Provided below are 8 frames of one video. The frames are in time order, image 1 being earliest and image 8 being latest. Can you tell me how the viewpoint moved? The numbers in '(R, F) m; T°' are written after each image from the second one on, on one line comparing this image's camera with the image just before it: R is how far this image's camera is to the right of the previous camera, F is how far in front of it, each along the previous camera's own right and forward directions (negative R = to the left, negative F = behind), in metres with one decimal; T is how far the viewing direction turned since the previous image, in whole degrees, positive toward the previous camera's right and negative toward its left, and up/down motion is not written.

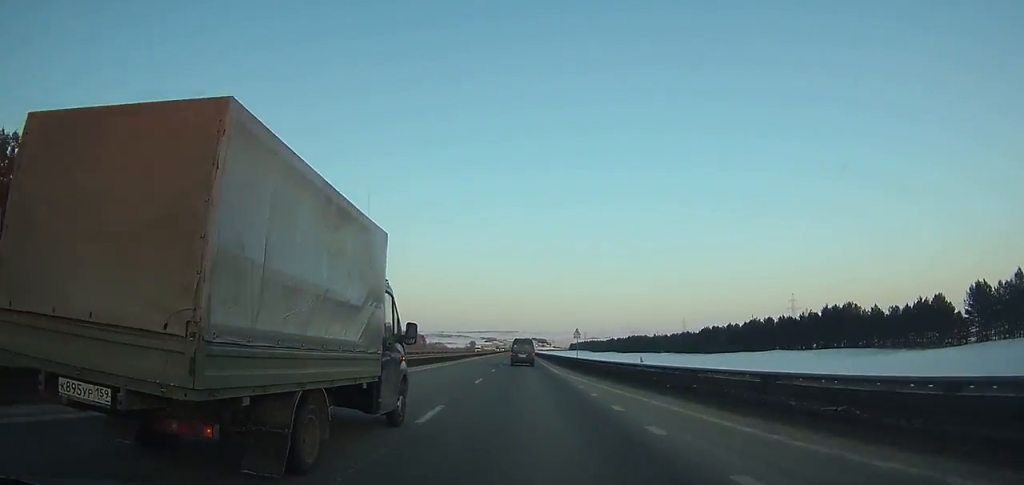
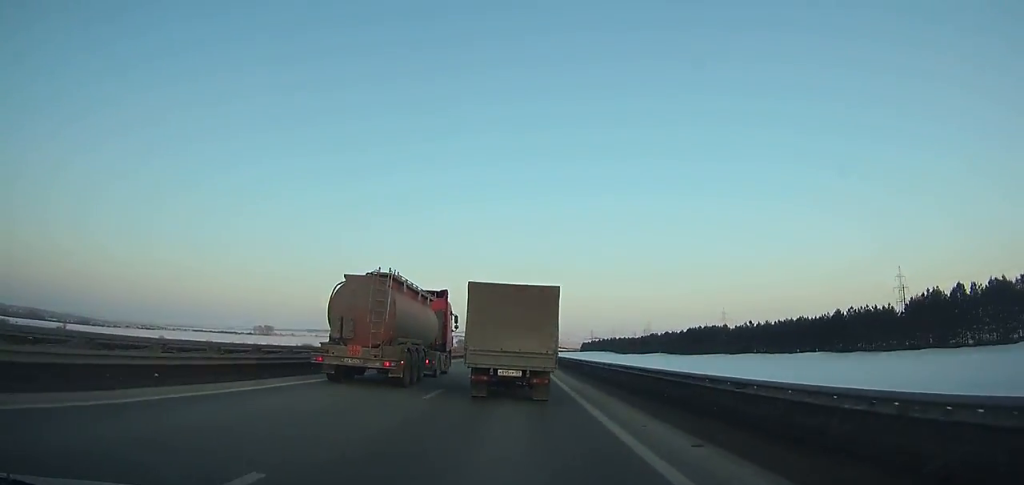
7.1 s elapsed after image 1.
(+0.5, +146.6) m; 0°
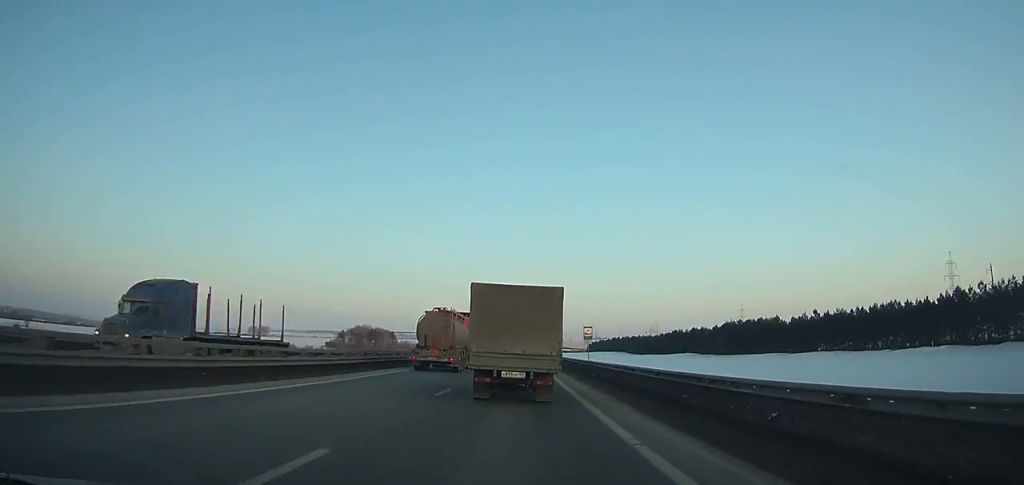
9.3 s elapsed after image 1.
(-0.2, +44.1) m; 0°
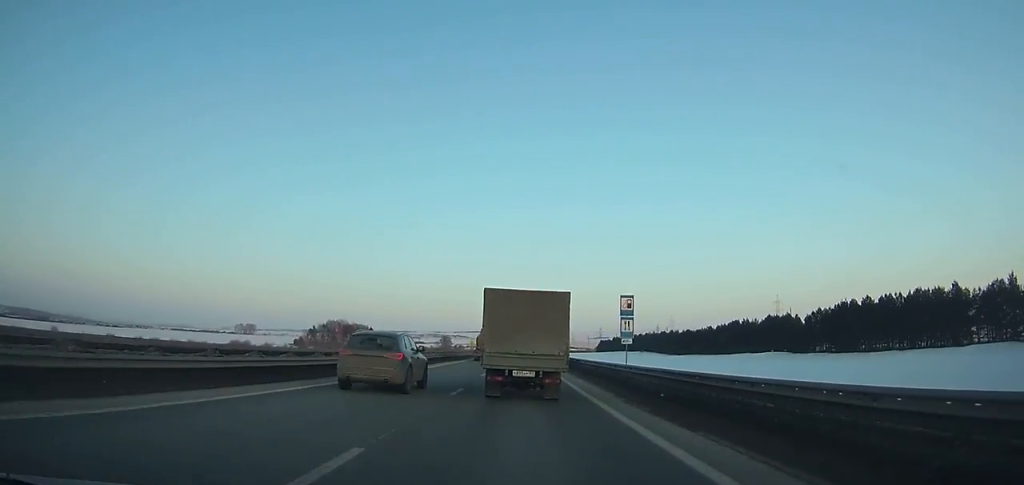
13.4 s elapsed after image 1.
(-0.3, +85.8) m; 0°
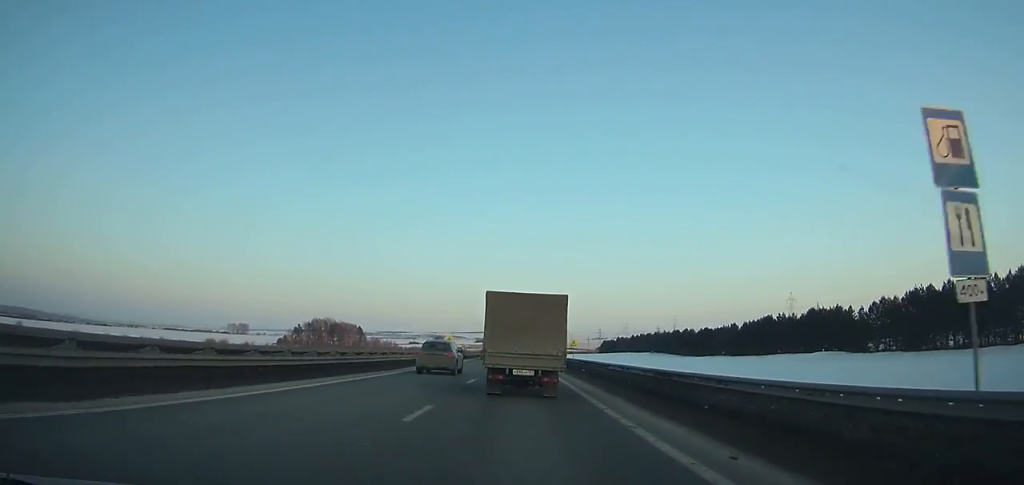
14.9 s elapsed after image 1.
(+0.2, +31.8) m; 0°
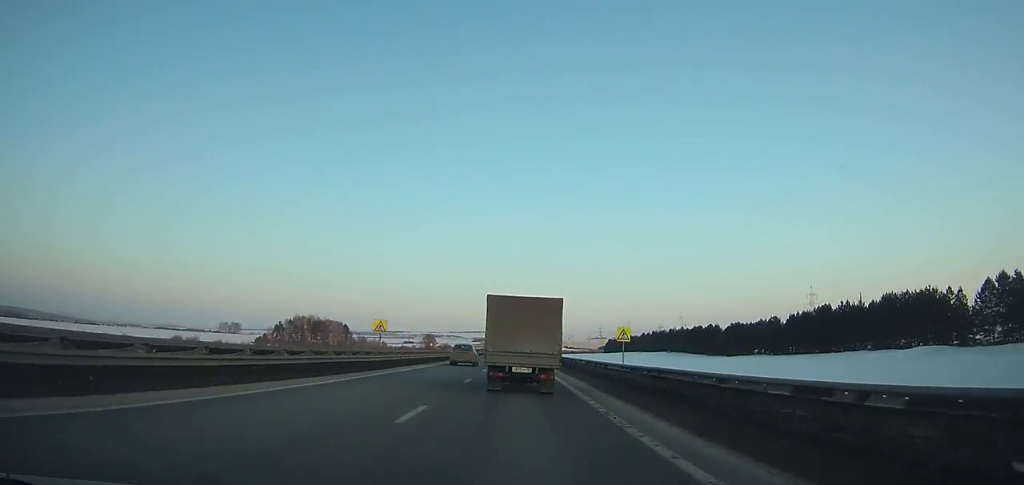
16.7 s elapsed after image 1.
(+0.1, +38.1) m; 0°
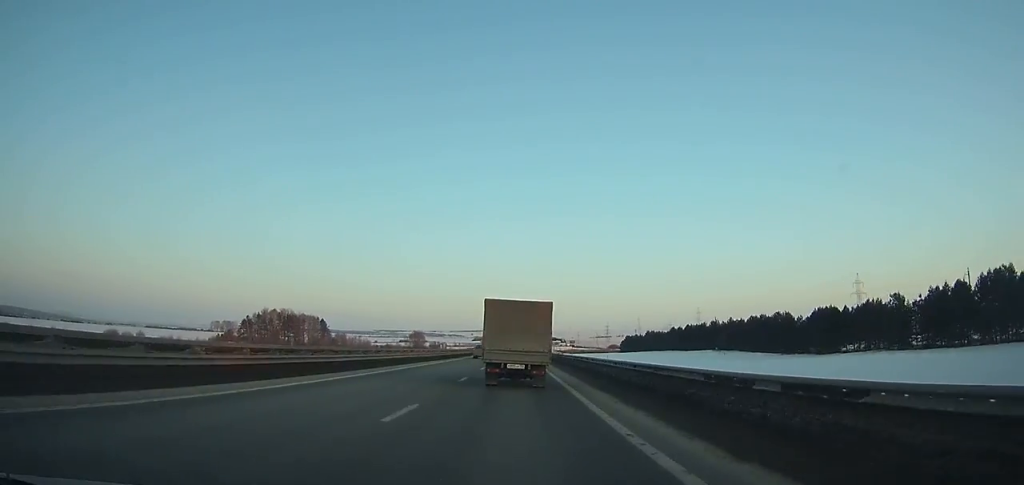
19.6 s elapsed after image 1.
(+0.1, +61.1) m; 0°
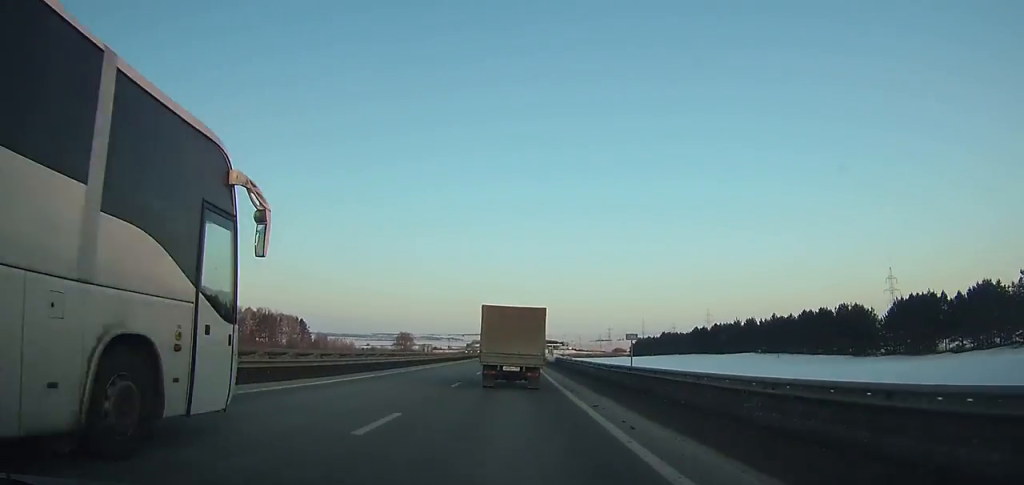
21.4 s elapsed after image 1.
(-0.4, +37.8) m; 0°
